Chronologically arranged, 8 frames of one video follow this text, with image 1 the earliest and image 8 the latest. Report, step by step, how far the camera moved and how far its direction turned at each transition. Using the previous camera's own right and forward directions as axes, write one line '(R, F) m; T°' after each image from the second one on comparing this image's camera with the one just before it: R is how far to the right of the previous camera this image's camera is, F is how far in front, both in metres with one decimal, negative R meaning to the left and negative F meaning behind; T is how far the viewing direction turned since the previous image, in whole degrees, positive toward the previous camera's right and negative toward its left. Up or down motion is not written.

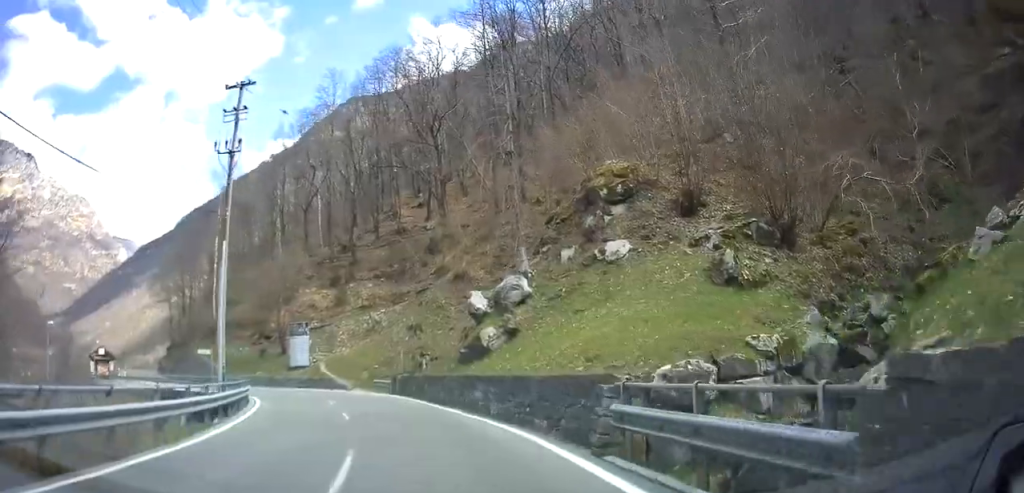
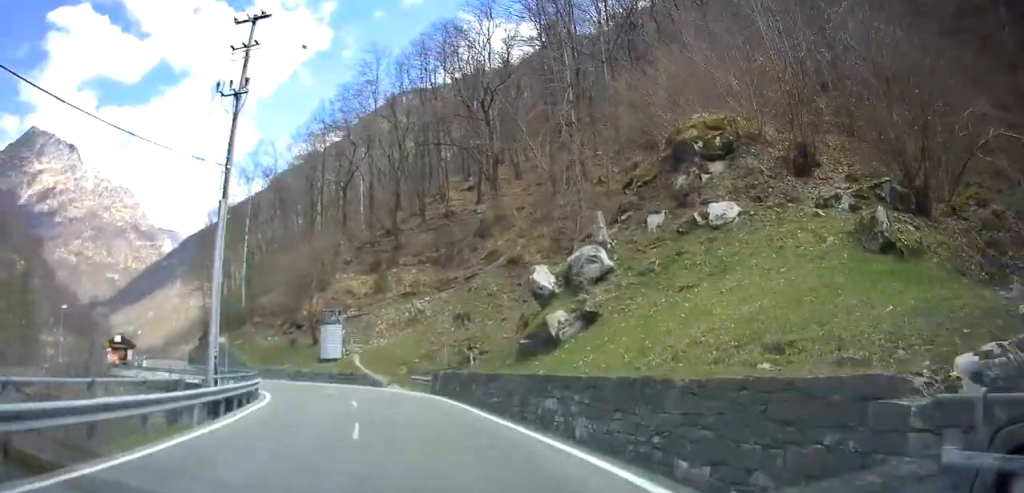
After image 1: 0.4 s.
(-0.1, +5.0) m; -1°
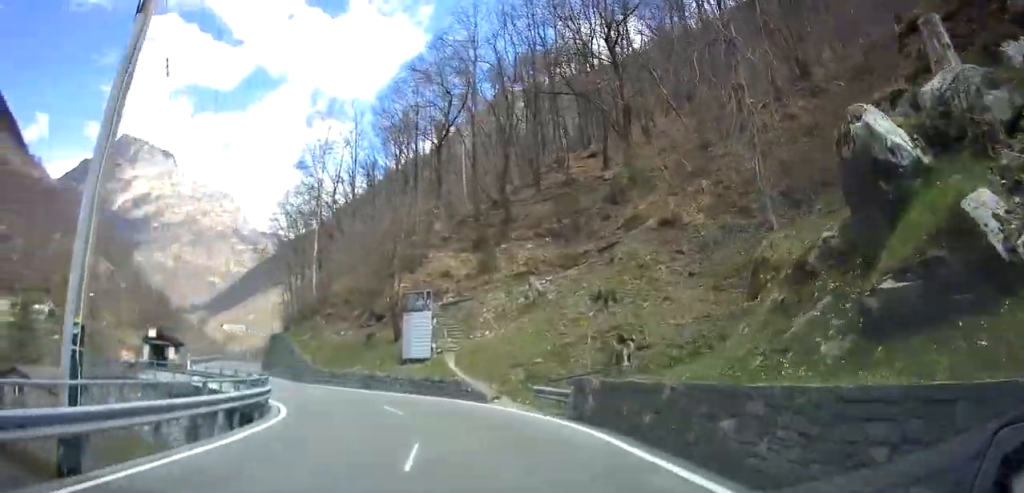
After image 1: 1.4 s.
(-0.6, +11.8) m; -5°
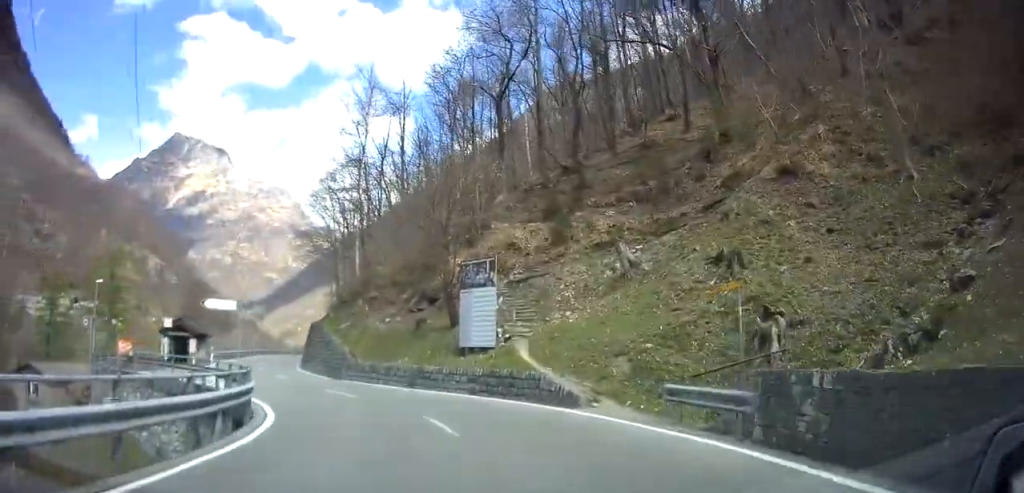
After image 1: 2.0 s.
(+0.3, +6.8) m; -6°
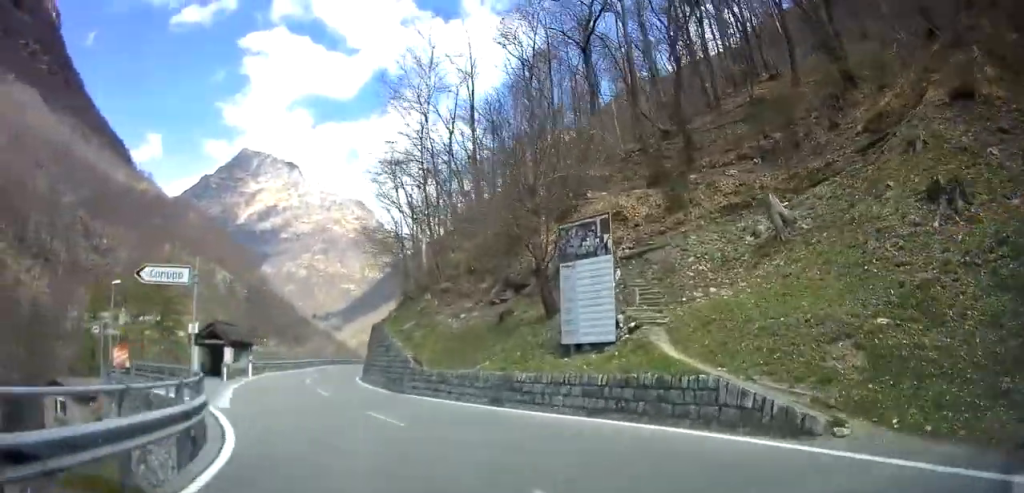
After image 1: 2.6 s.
(-0.6, +6.5) m; -13°
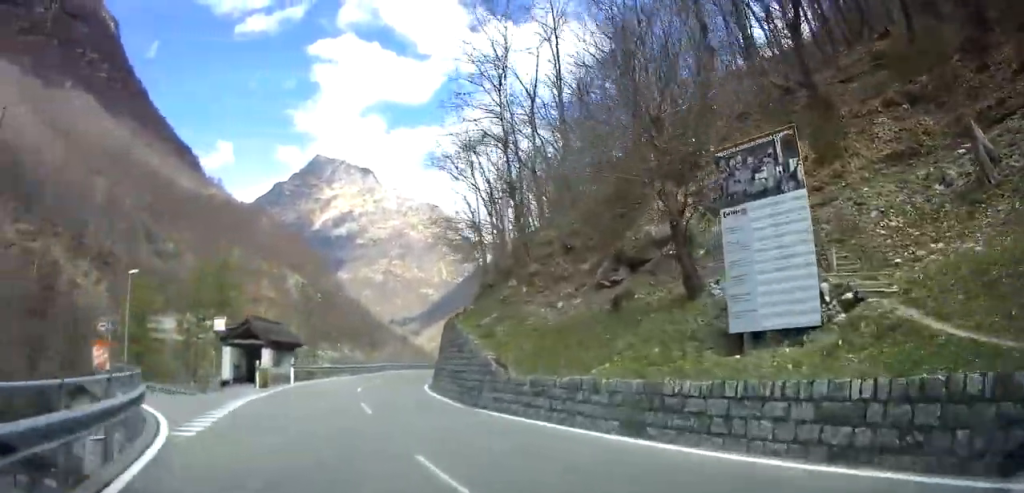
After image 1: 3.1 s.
(+0.2, +6.2) m; -16°
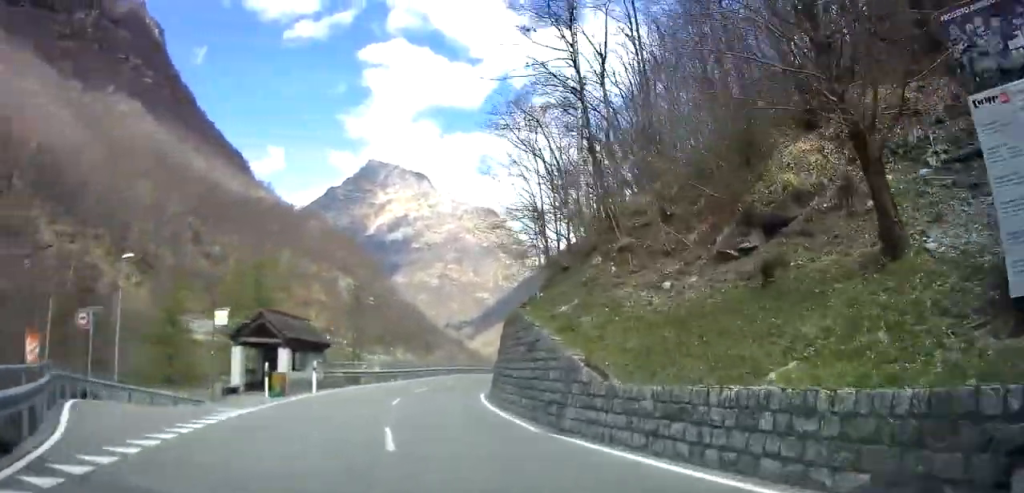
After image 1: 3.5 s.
(-1.3, +5.1) m; -4°
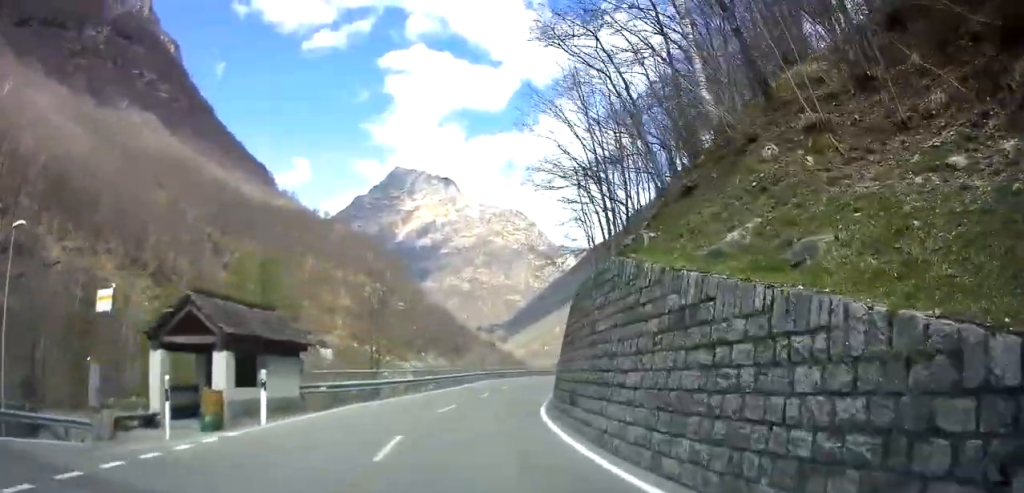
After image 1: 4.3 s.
(-2.3, +9.1) m; -1°
